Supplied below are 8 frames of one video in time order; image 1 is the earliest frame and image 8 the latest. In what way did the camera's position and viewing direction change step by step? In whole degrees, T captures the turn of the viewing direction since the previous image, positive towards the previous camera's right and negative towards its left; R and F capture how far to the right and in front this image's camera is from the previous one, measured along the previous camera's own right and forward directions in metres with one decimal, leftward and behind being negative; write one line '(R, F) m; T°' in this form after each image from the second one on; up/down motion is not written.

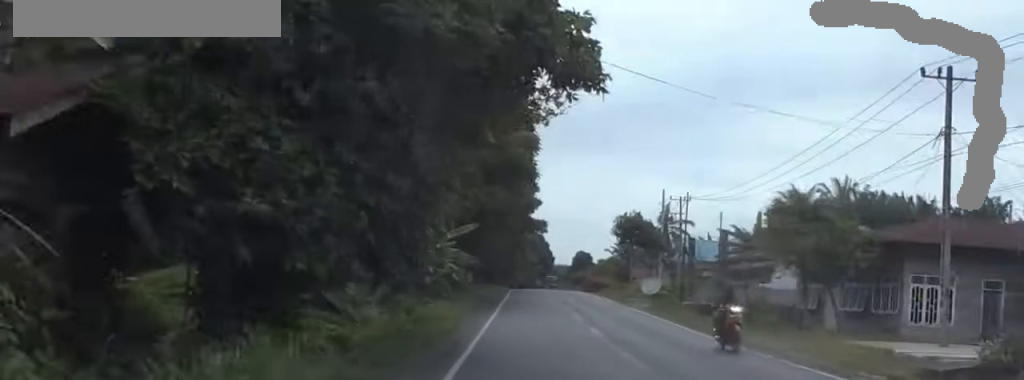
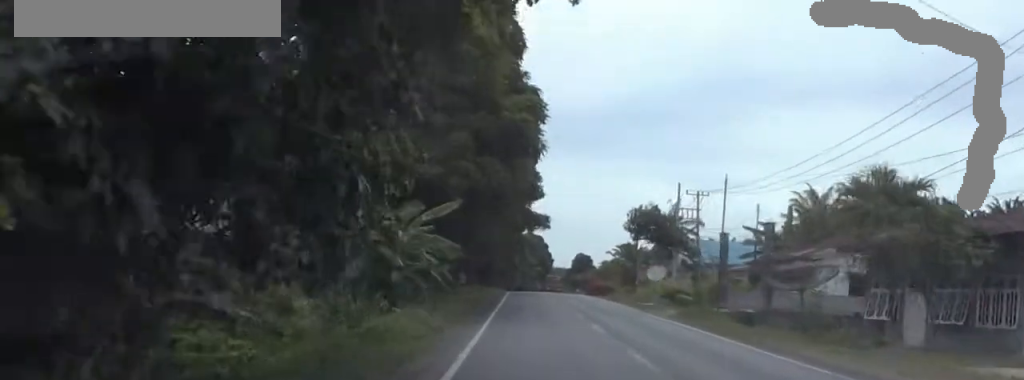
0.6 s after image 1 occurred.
(0.0, +8.8) m; 0°
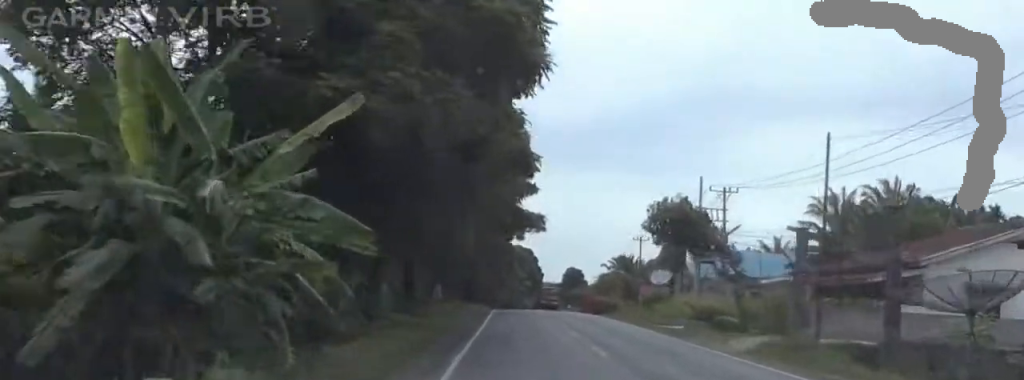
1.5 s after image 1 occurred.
(0.0, +14.4) m; 0°
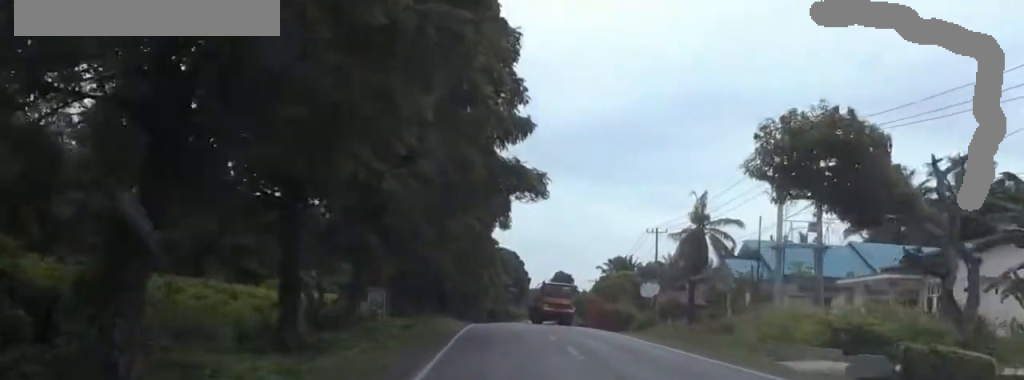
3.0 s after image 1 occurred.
(0.0, +23.2) m; 0°
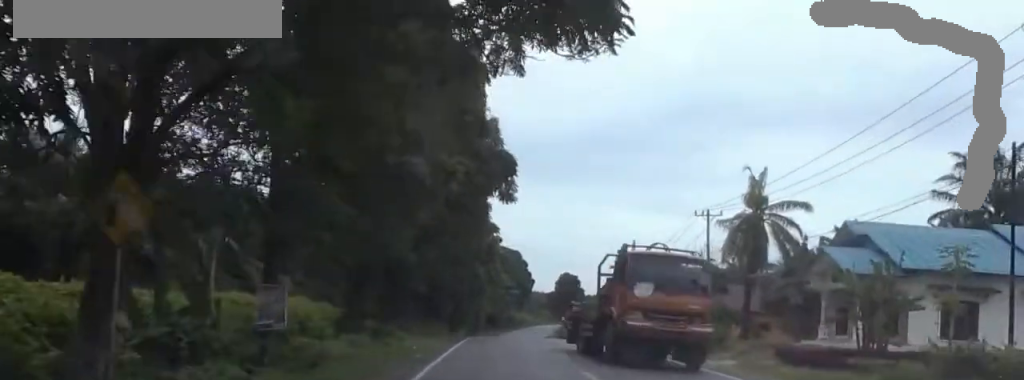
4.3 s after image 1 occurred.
(0.0, +21.3) m; 0°
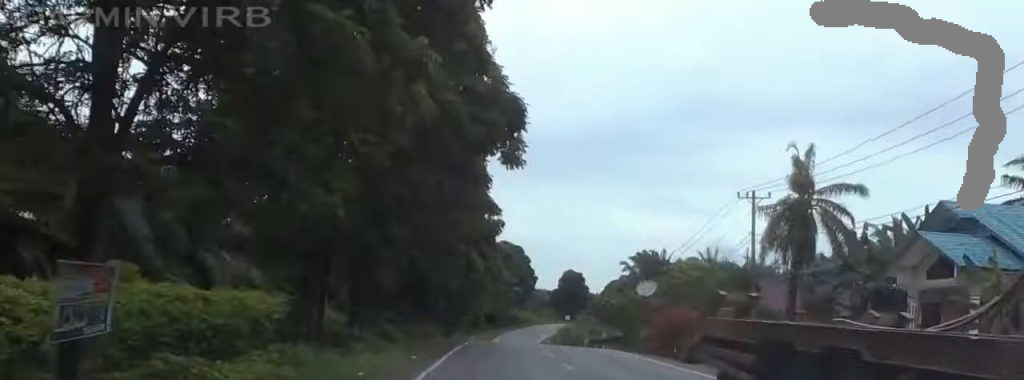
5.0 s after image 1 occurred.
(0.0, +11.3) m; 0°
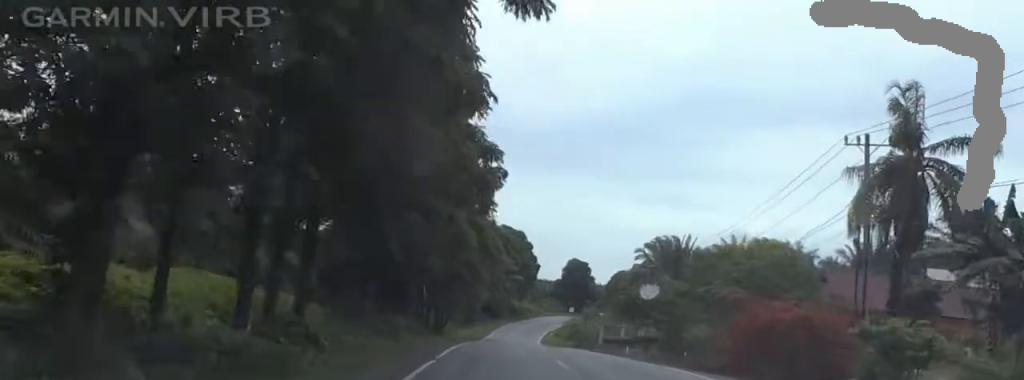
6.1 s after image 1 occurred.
(0.0, +16.9) m; +3°
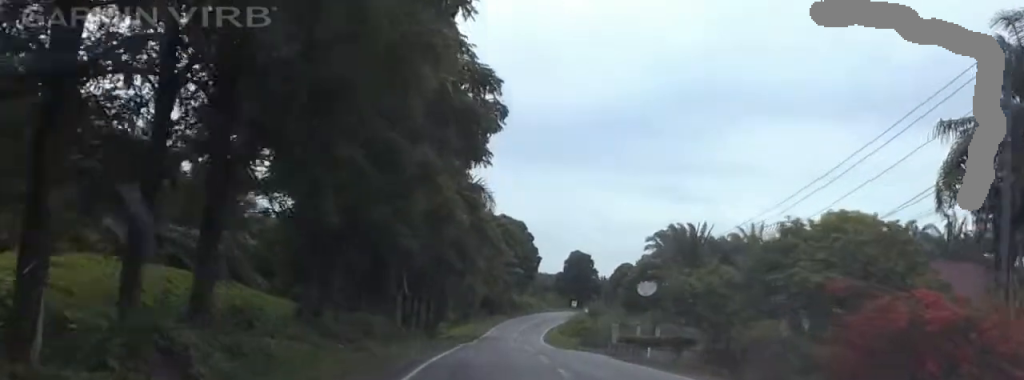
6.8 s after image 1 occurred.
(+0.6, +10.6) m; -2°
